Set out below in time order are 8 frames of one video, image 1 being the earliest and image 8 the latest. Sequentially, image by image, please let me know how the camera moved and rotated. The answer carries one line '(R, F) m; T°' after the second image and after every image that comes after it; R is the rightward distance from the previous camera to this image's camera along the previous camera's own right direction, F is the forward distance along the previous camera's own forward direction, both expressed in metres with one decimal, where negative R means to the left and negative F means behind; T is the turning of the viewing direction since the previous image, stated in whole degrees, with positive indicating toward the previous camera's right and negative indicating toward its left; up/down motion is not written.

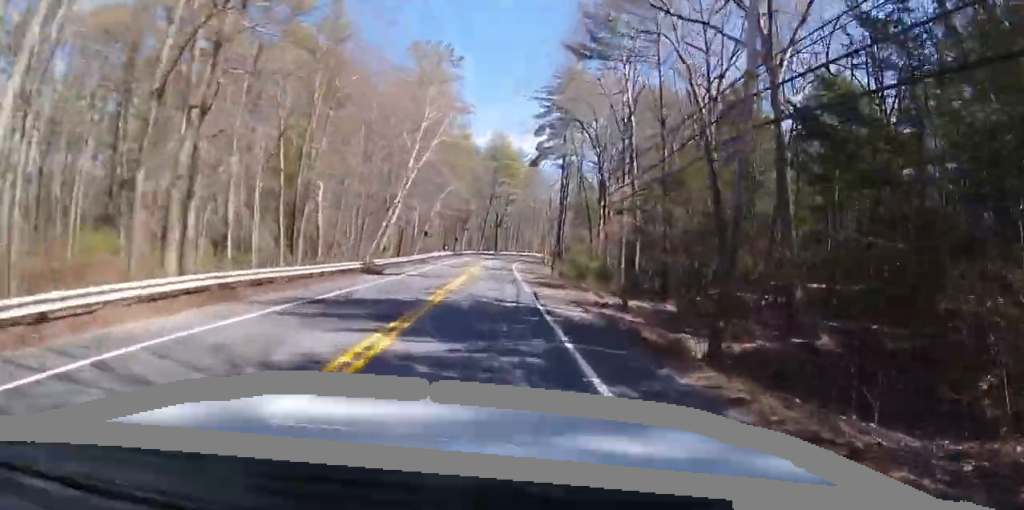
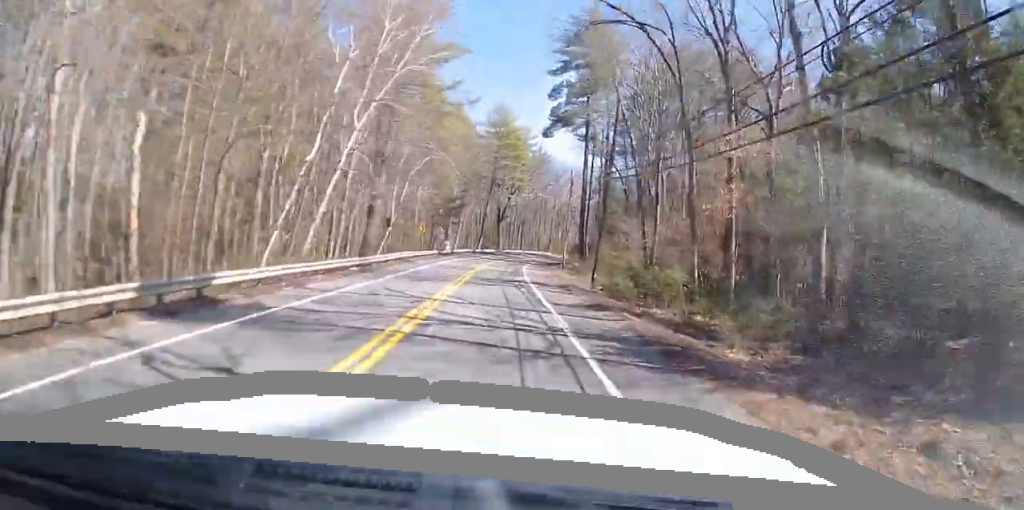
(+0.3, +20.9) m; -1°
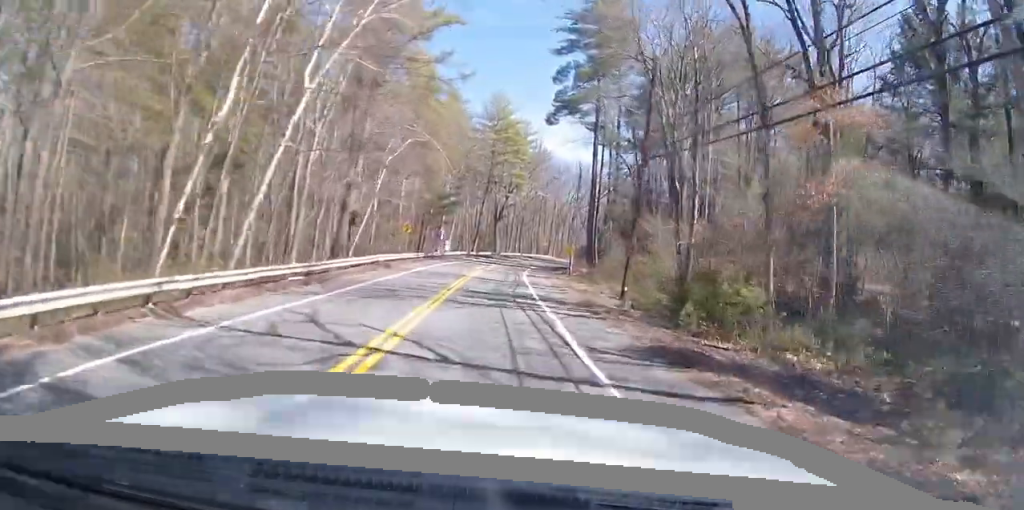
(-0.3, +8.0) m; 0°
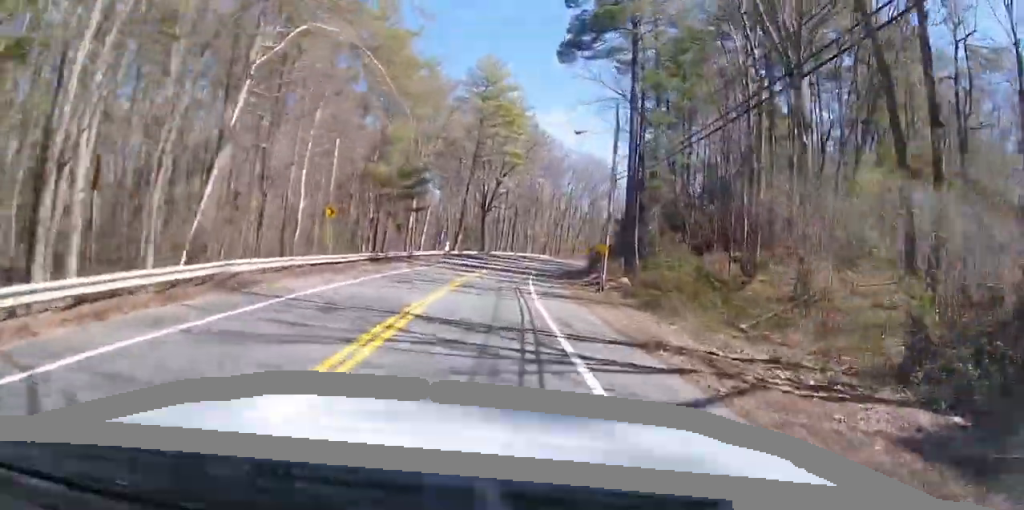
(0.0, +19.3) m; +1°
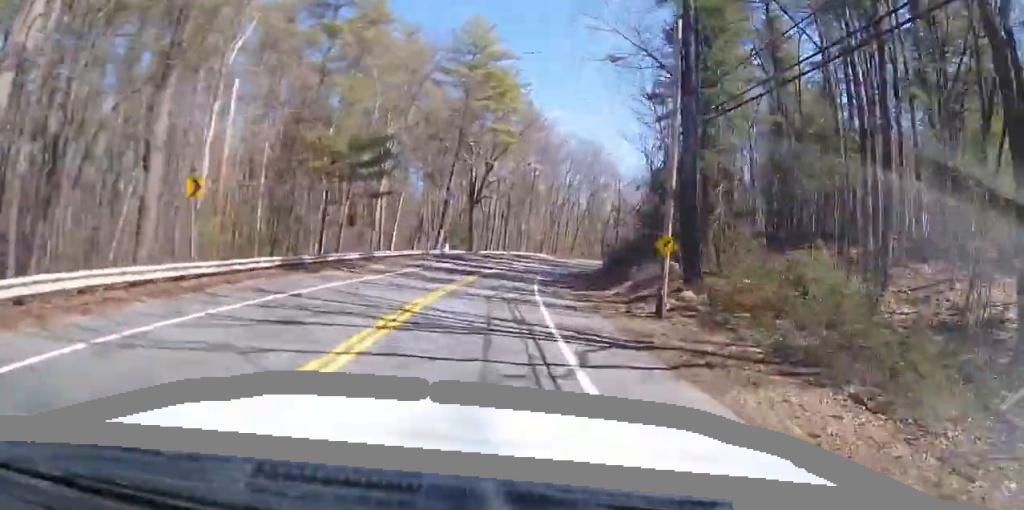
(+0.3, +12.6) m; +1°
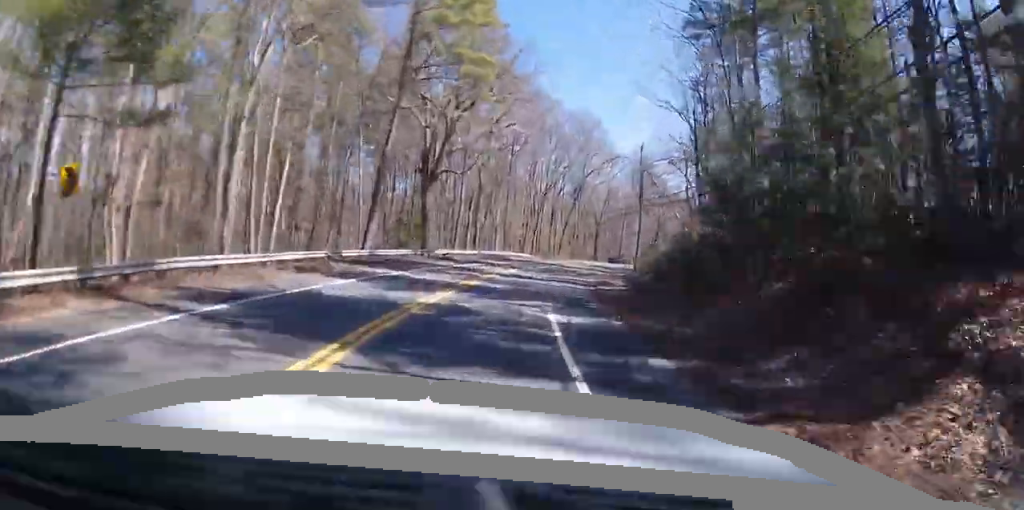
(-0.1, +22.5) m; +2°
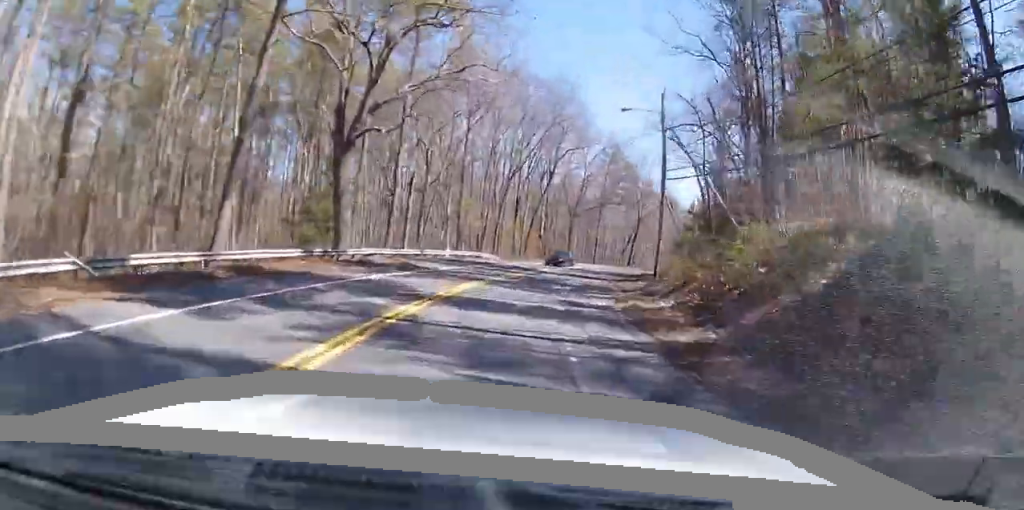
(+0.7, +16.6) m; +2°
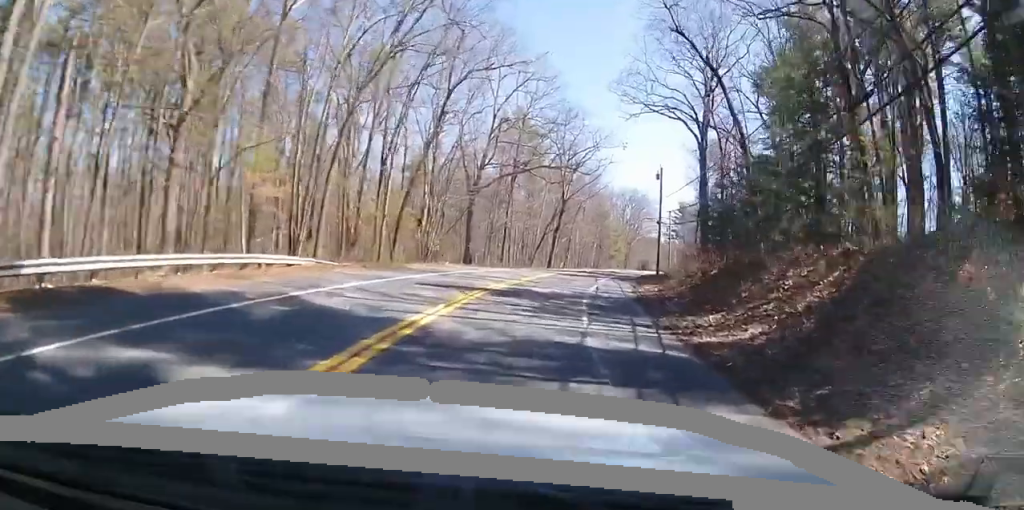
(+0.2, +30.8) m; +1°
